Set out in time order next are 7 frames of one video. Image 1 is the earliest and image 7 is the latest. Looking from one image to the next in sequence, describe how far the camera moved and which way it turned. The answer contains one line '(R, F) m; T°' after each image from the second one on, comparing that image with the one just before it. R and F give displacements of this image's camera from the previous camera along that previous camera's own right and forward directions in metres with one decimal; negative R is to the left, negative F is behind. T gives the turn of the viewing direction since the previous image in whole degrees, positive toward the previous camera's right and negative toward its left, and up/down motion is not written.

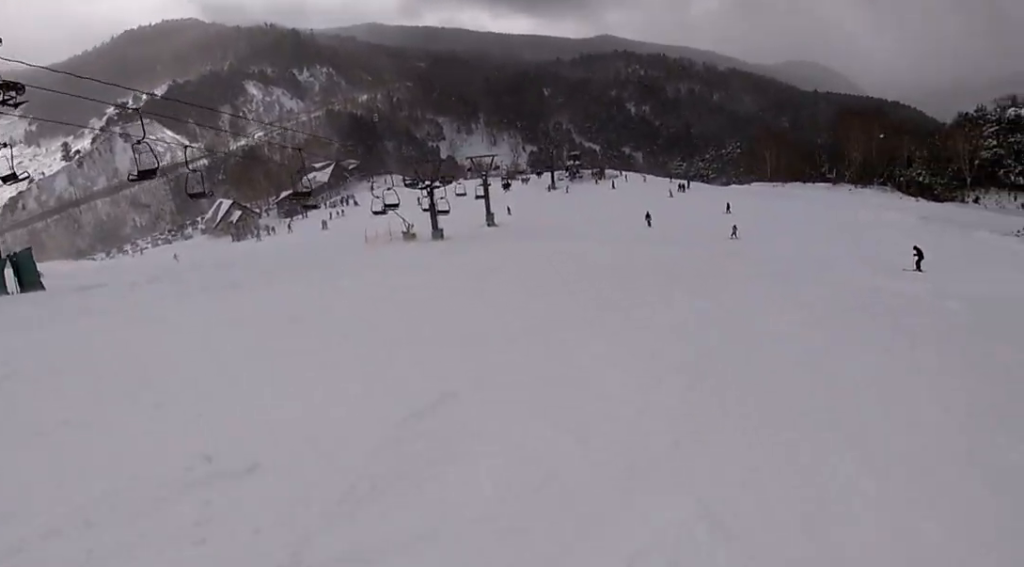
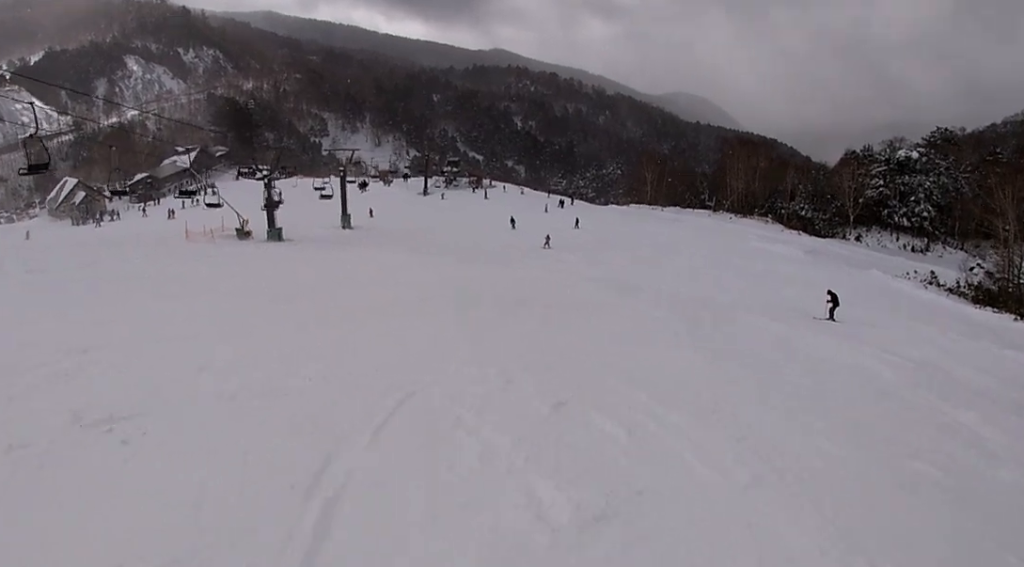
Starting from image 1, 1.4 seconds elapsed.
(+3.1, +8.4) m; +16°
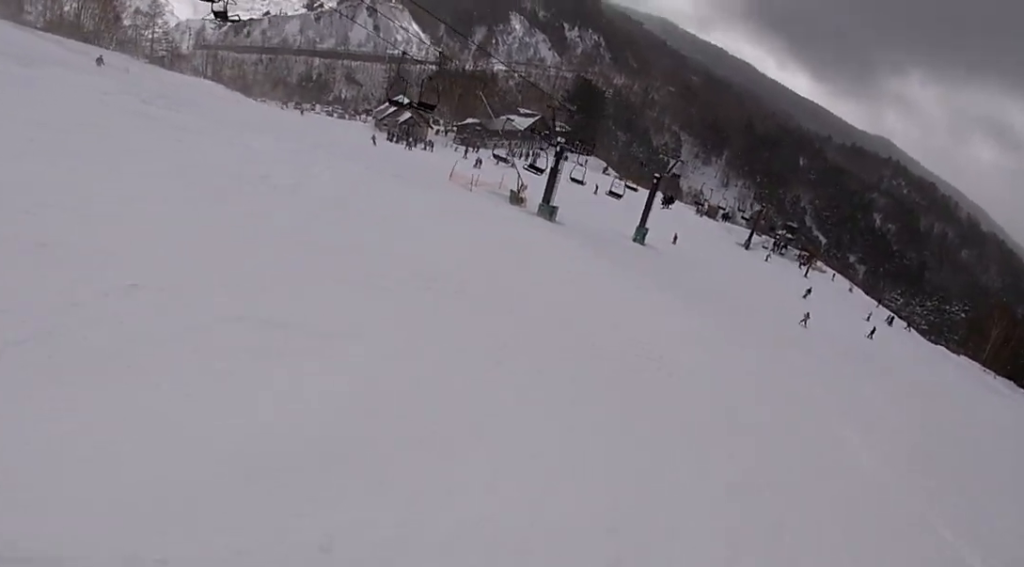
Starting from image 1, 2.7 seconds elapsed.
(-0.9, +7.7) m; -23°
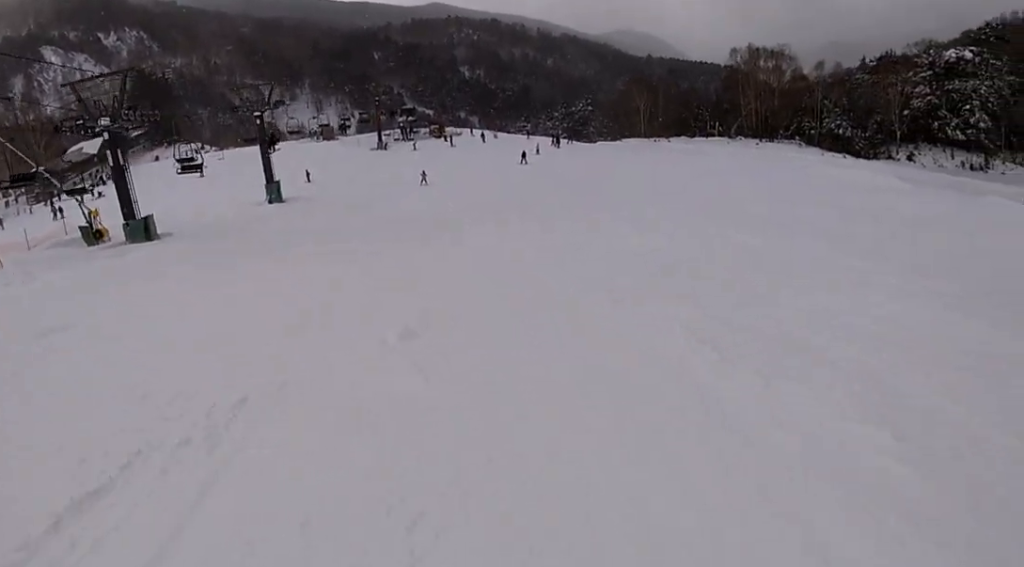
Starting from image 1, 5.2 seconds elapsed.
(+1.8, +12.6) m; +28°
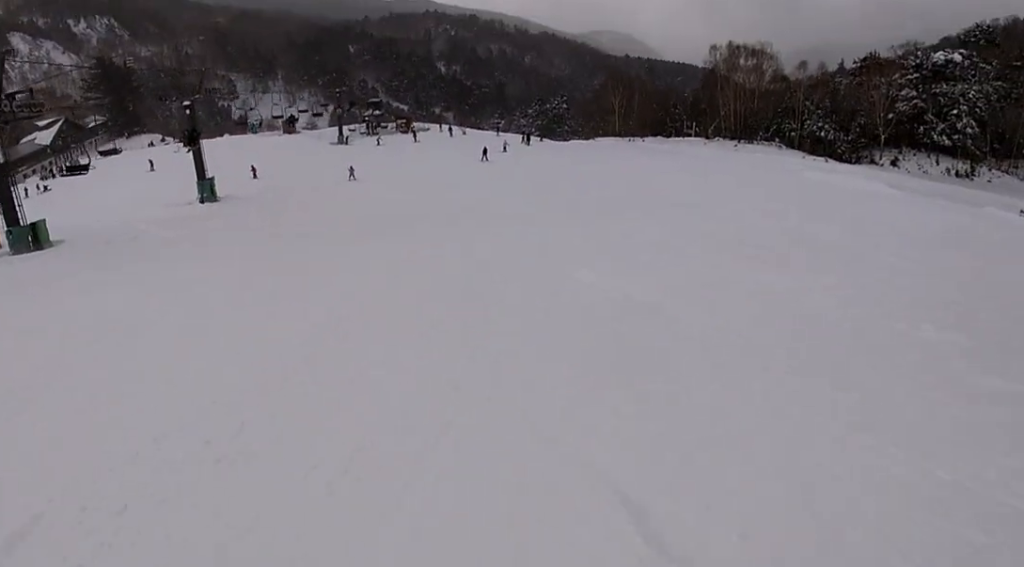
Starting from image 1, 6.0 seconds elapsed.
(0.0, +5.0) m; +1°
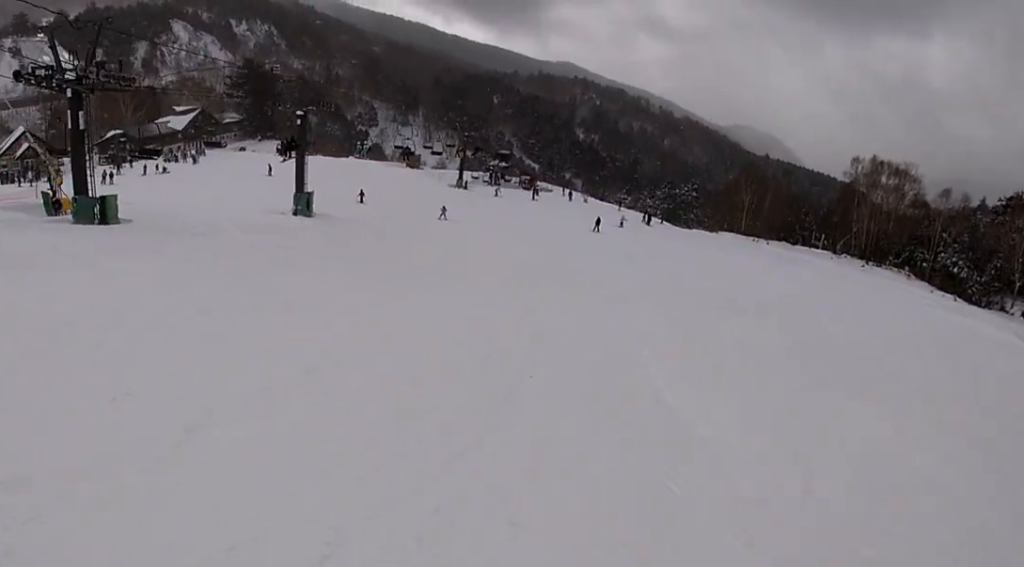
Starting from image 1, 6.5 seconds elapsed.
(+0.1, +3.0) m; -6°
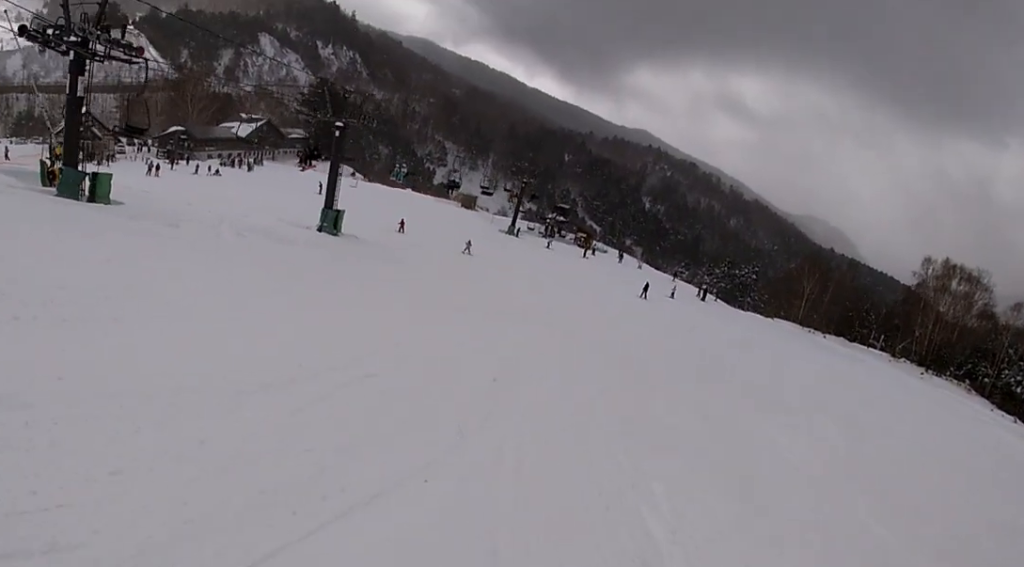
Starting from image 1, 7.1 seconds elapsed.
(+0.2, +3.8) m; -7°
